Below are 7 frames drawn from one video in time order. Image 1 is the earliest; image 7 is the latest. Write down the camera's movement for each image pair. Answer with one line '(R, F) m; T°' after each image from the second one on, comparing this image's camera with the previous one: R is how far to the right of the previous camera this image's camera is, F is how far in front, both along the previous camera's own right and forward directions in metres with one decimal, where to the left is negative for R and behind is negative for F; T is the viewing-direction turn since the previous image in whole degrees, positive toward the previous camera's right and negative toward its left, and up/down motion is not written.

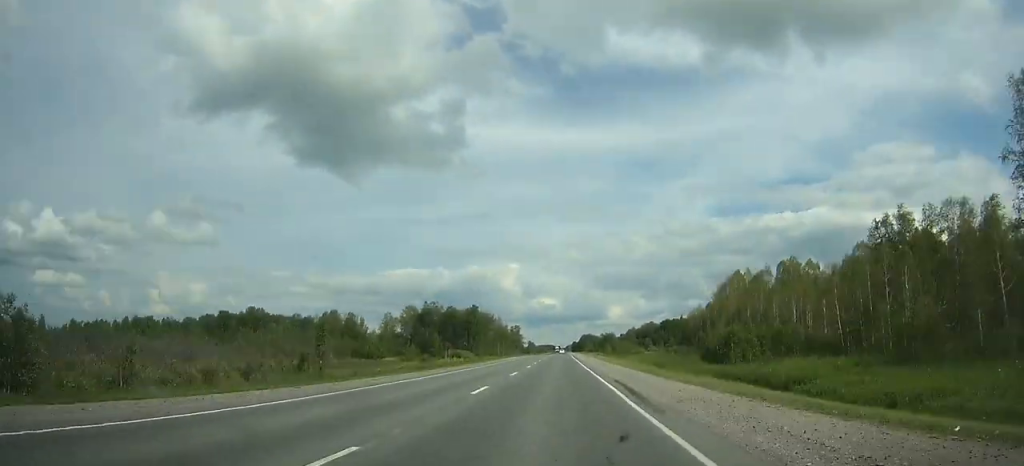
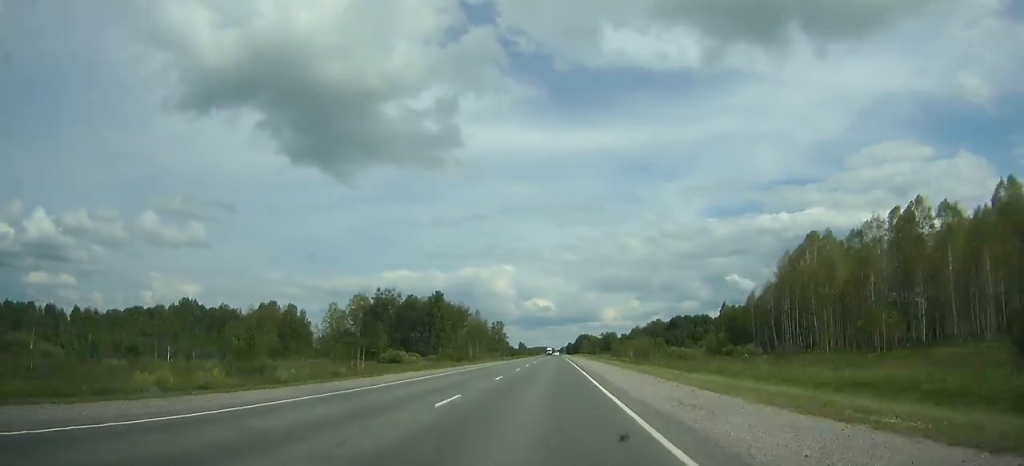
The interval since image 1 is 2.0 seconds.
(0.0, +60.1) m; 0°
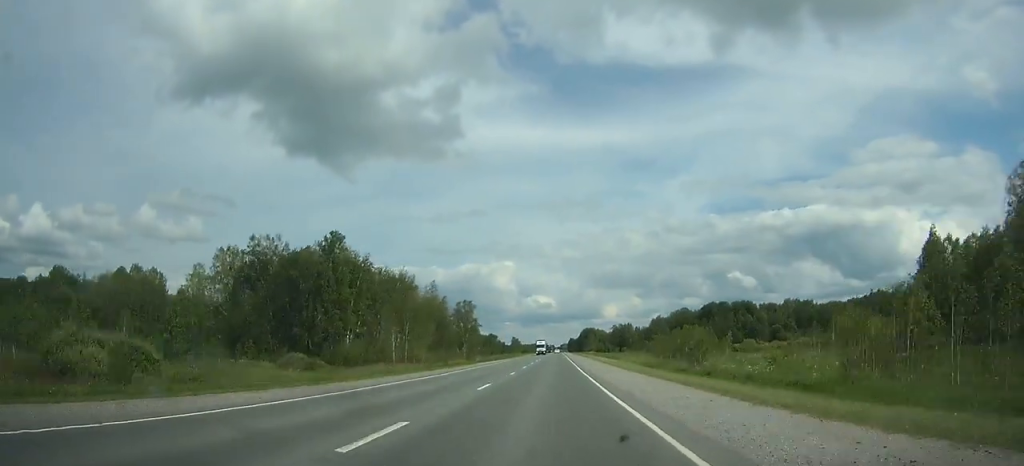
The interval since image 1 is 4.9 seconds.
(+0.1, +89.2) m; 0°
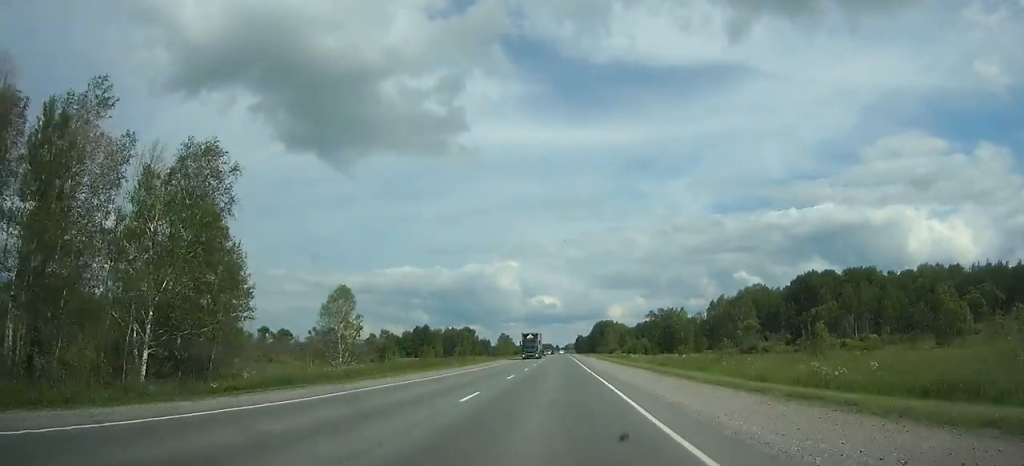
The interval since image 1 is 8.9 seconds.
(+0.1, +128.0) m; 0°
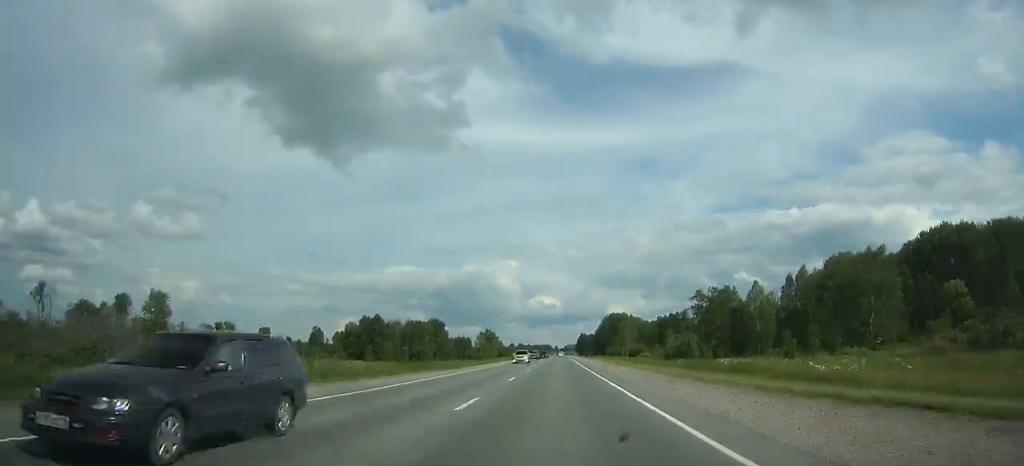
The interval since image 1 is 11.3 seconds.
(0.0, +75.9) m; 0°
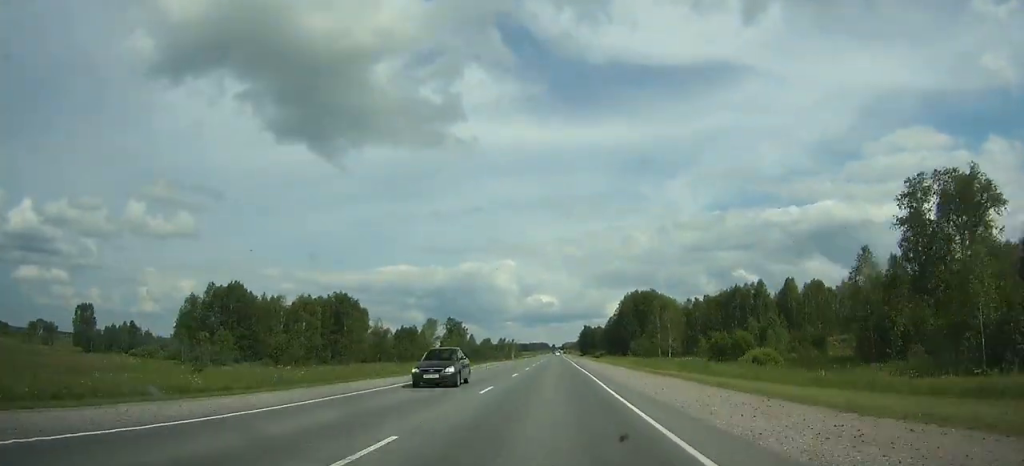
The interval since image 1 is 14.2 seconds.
(0.0, +90.8) m; 0°
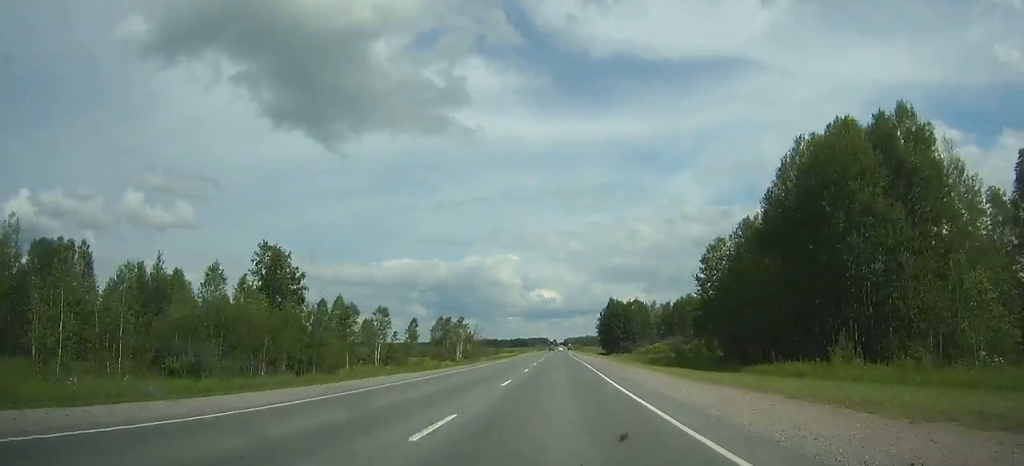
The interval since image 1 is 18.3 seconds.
(0.0, +126.7) m; 0°
